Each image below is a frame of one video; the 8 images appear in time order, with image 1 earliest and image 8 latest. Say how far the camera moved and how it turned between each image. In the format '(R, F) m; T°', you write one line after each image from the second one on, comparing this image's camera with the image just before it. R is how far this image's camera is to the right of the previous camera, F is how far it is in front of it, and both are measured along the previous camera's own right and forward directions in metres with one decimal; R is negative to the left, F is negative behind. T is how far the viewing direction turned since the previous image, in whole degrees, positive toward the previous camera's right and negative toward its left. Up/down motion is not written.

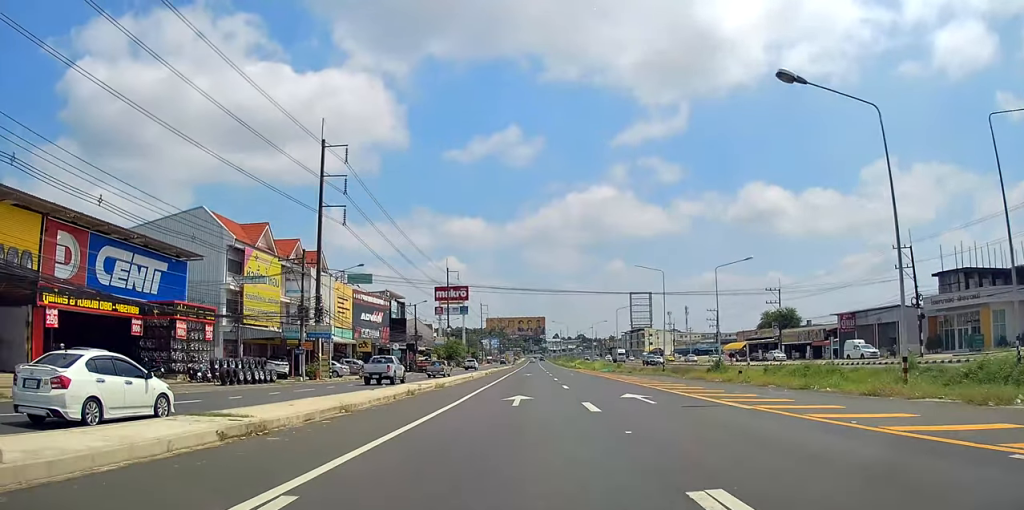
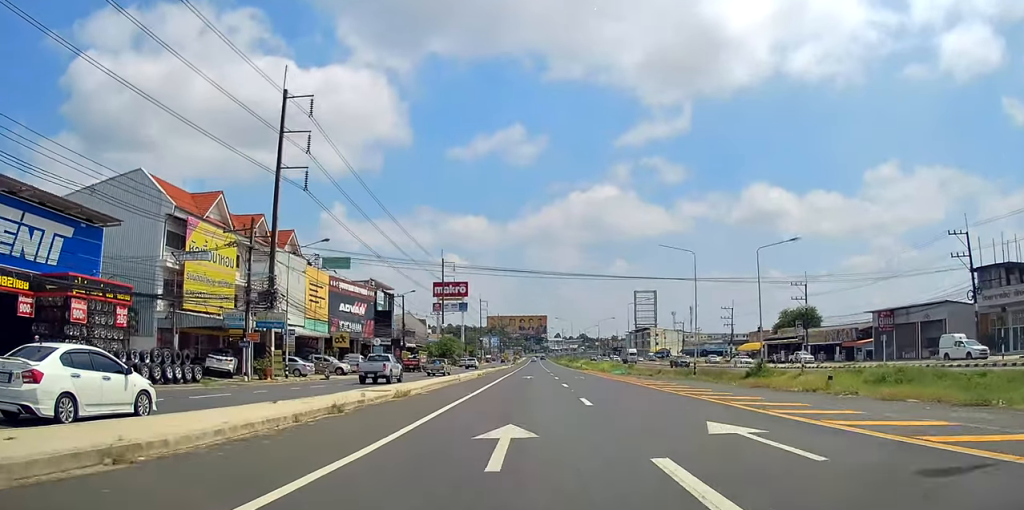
(+0.1, +9.7) m; 0°
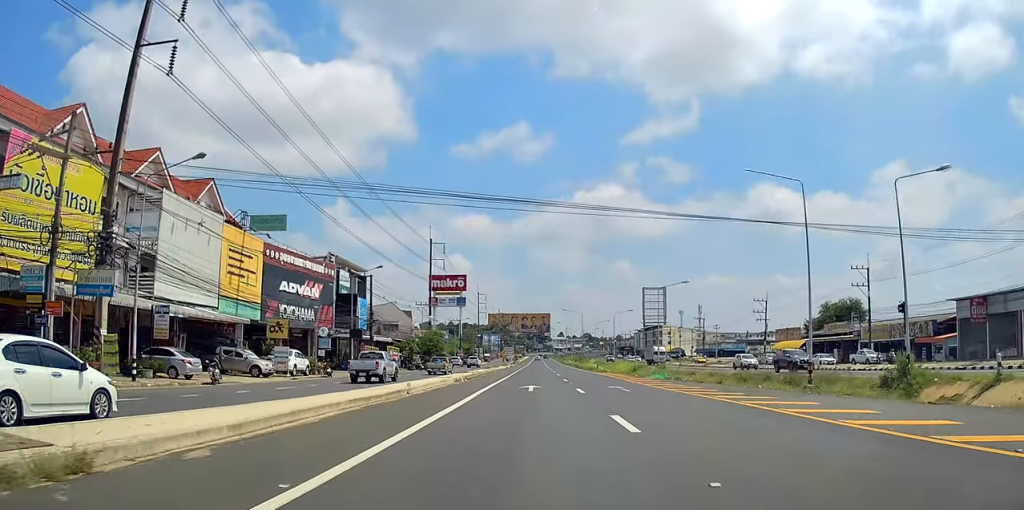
(0.0, +18.2) m; 0°
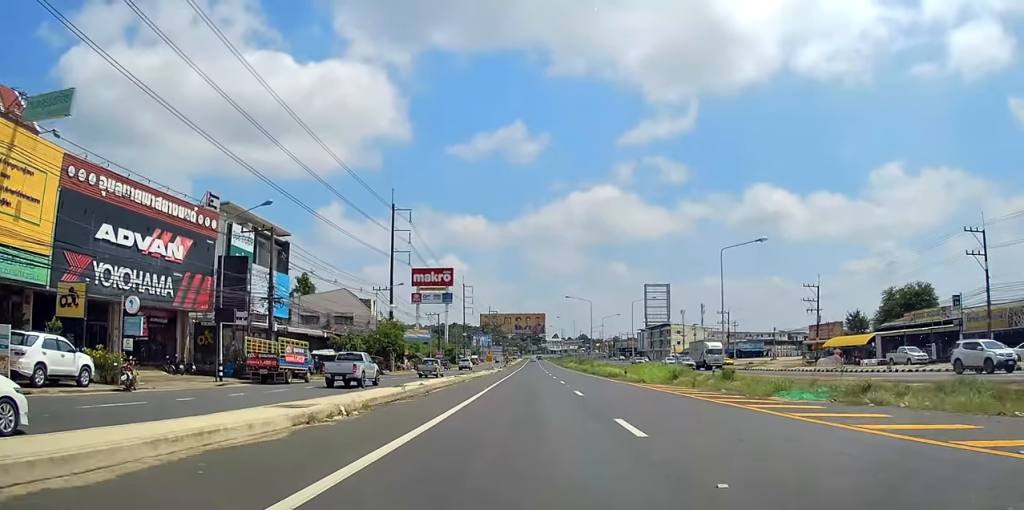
(0.0, +24.5) m; 0°
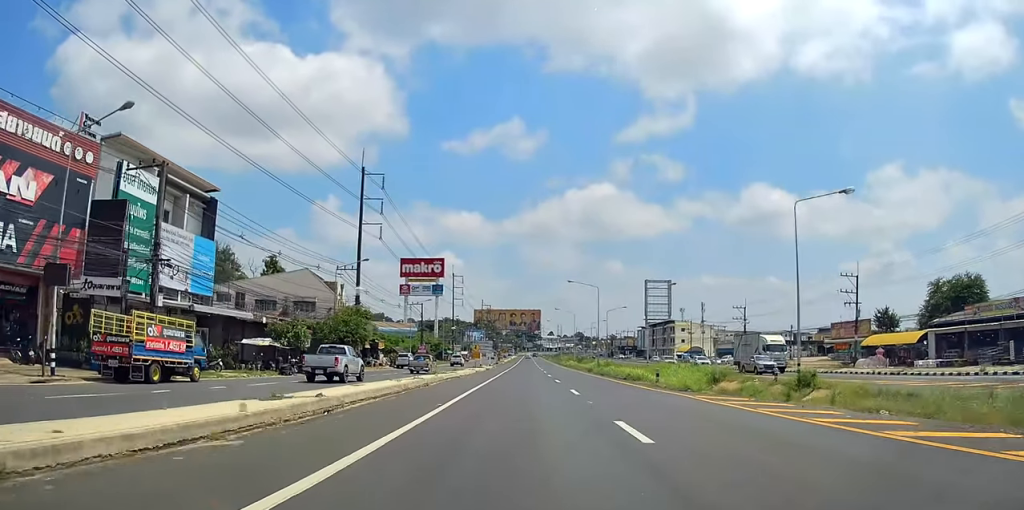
(0.0, +12.8) m; 0°
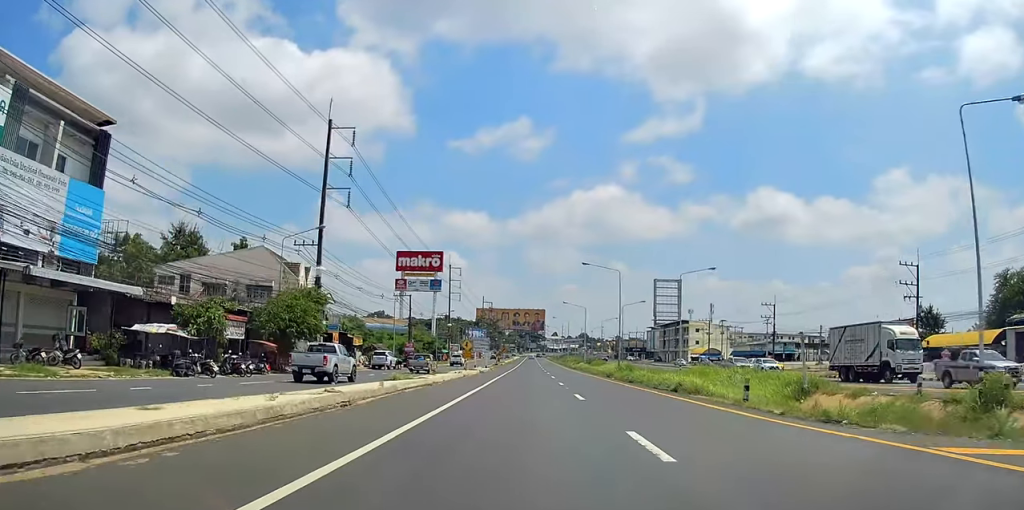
(0.0, +13.5) m; +2°
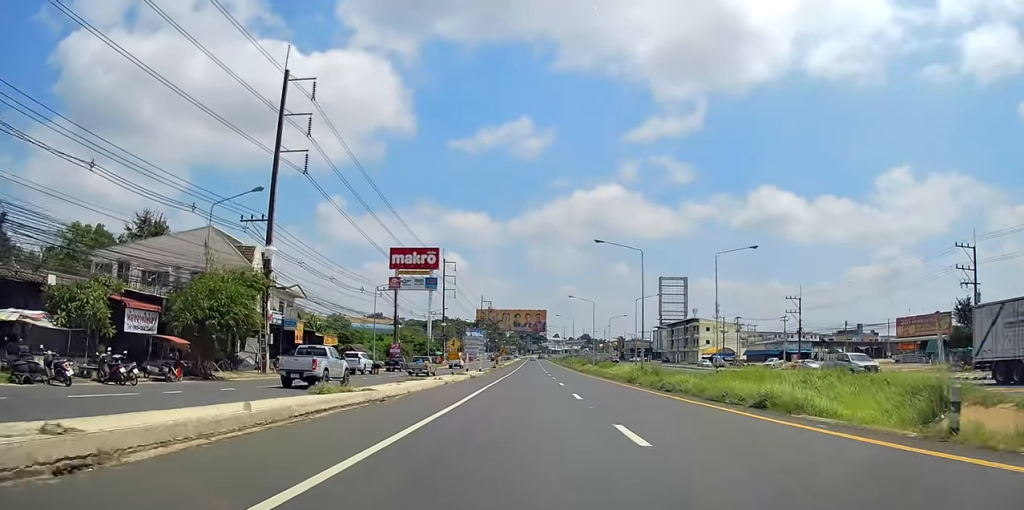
(+0.2, +10.0) m; 0°
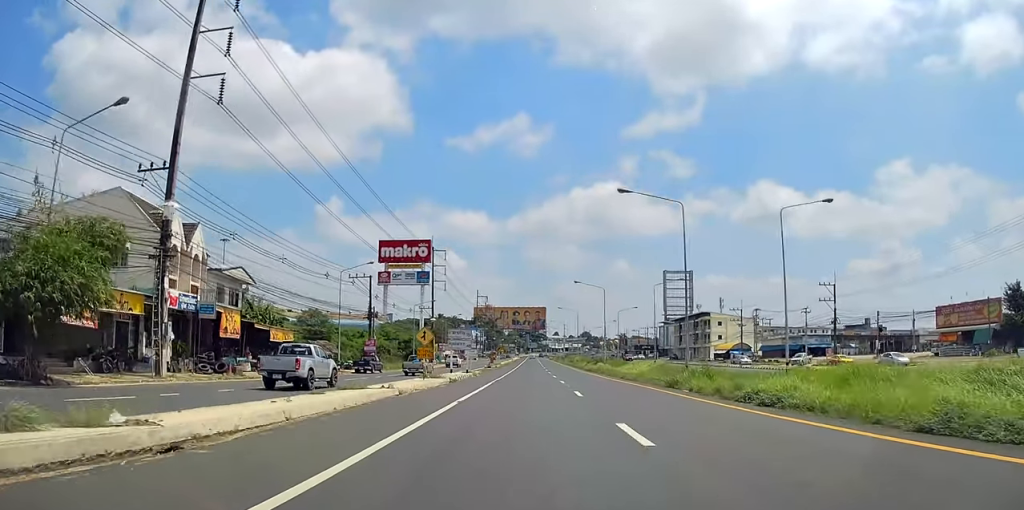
(+0.5, +12.2) m; 0°
